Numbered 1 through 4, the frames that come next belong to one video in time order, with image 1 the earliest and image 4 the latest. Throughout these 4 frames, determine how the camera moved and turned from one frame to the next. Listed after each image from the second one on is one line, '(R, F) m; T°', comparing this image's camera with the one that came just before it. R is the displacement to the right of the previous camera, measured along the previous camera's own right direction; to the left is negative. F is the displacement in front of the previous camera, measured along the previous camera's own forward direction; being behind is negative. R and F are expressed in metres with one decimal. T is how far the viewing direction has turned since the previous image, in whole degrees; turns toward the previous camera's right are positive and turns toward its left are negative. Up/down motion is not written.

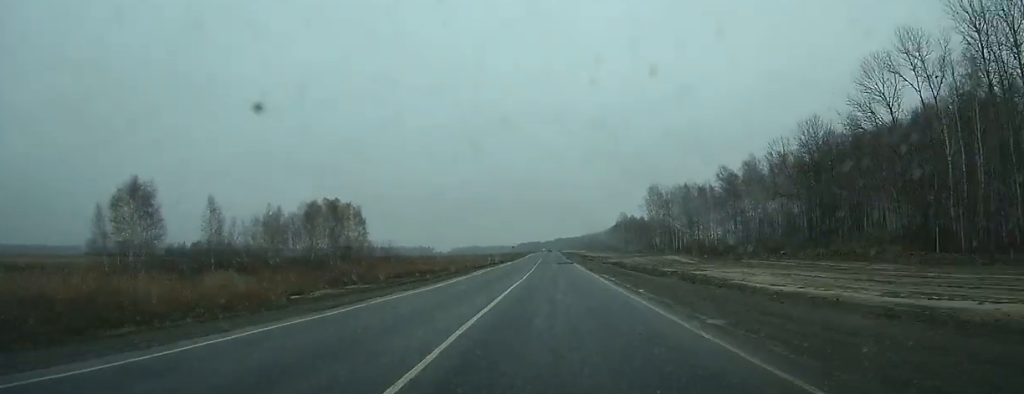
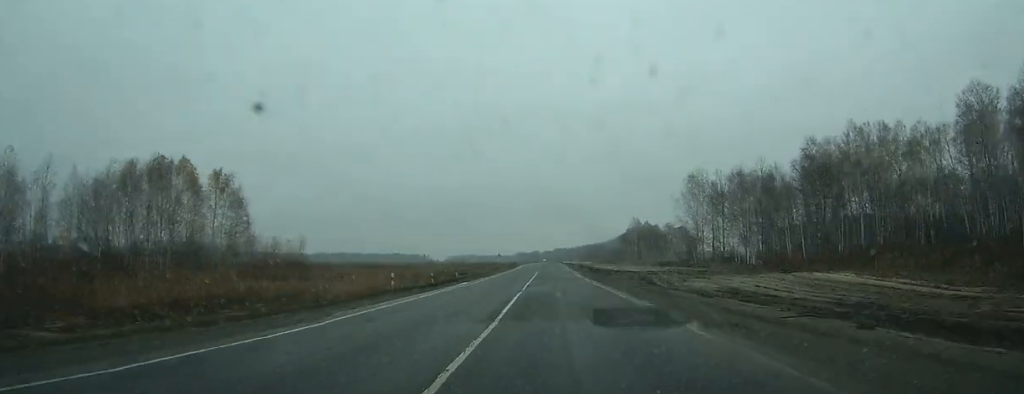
(-0.1, +44.8) m; 0°
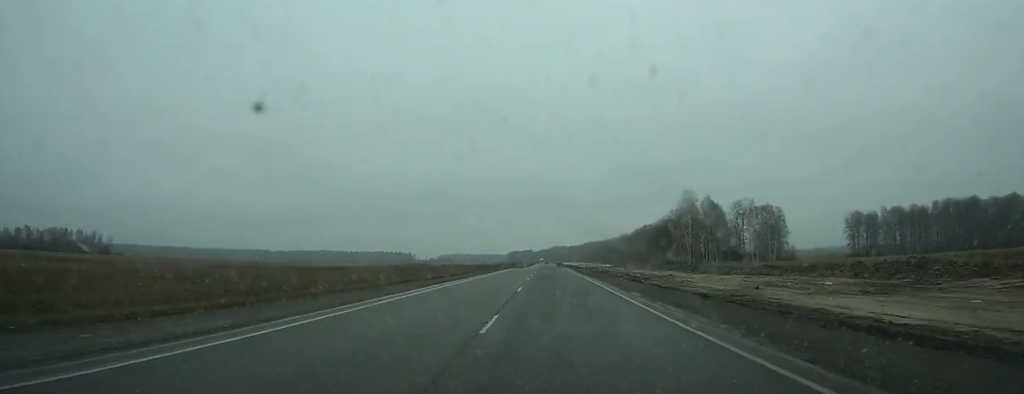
(+0.2, +113.9) m; 0°
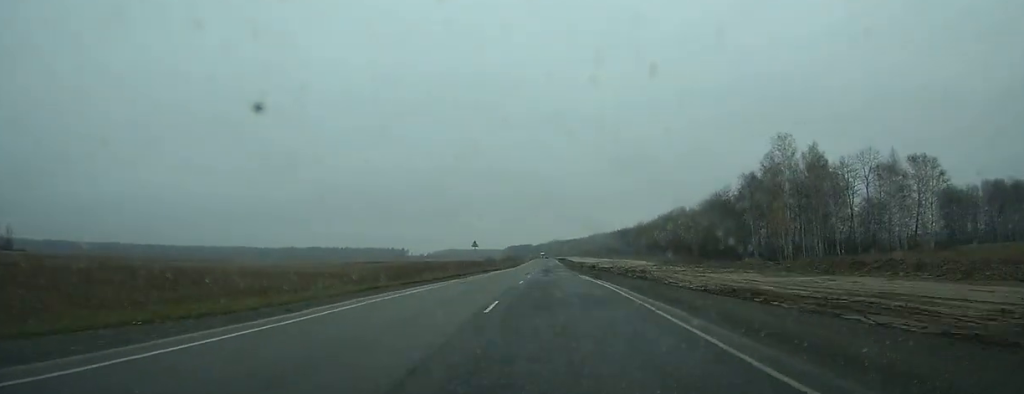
(+0.1, +69.1) m; 0°
